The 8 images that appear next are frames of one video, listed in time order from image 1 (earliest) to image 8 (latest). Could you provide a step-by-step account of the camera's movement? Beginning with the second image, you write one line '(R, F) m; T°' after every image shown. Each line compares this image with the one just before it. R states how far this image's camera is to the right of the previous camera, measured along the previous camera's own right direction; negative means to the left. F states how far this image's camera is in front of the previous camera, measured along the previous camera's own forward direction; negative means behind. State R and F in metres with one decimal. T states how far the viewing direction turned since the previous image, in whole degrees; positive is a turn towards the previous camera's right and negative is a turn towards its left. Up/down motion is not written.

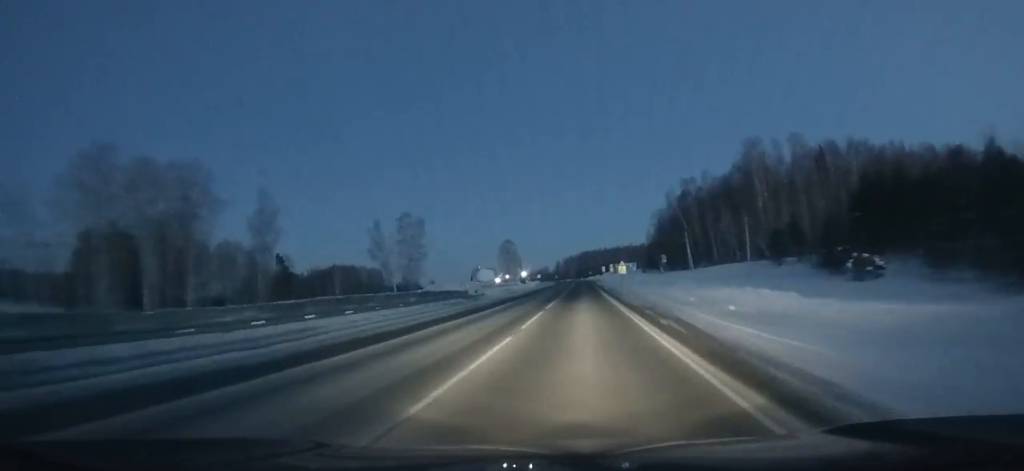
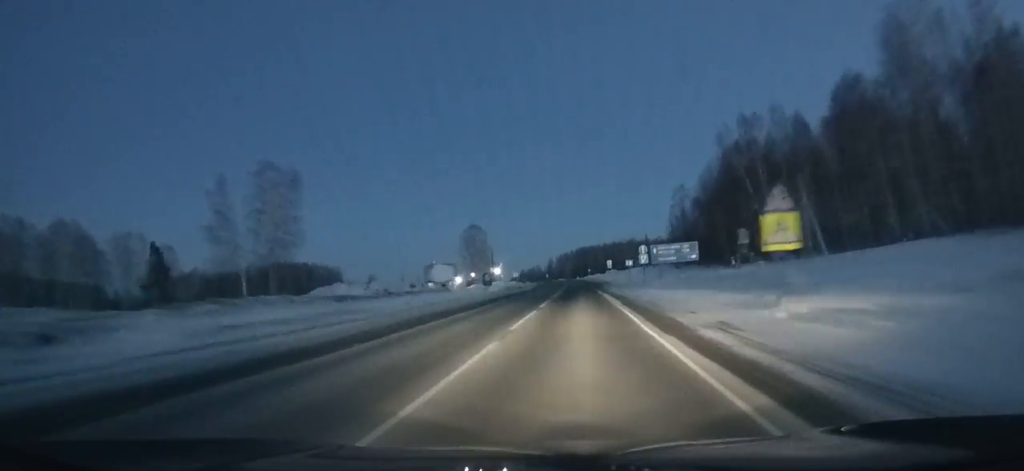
(-0.1, +60.1) m; 0°
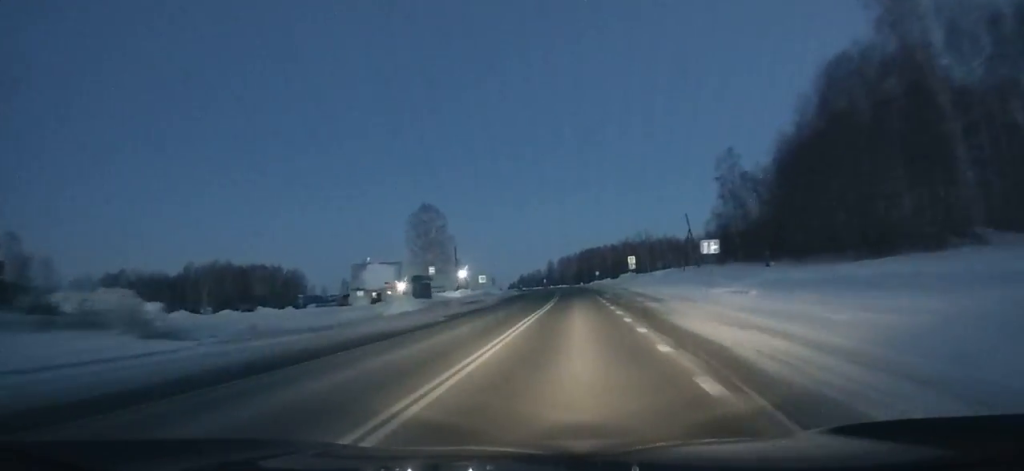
(+0.2, +51.5) m; -1°
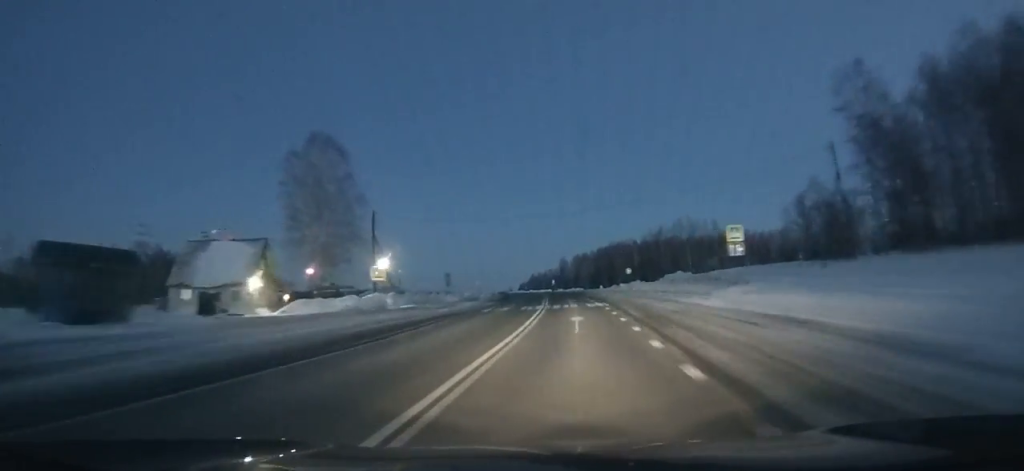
(-0.7, +50.9) m; -2°
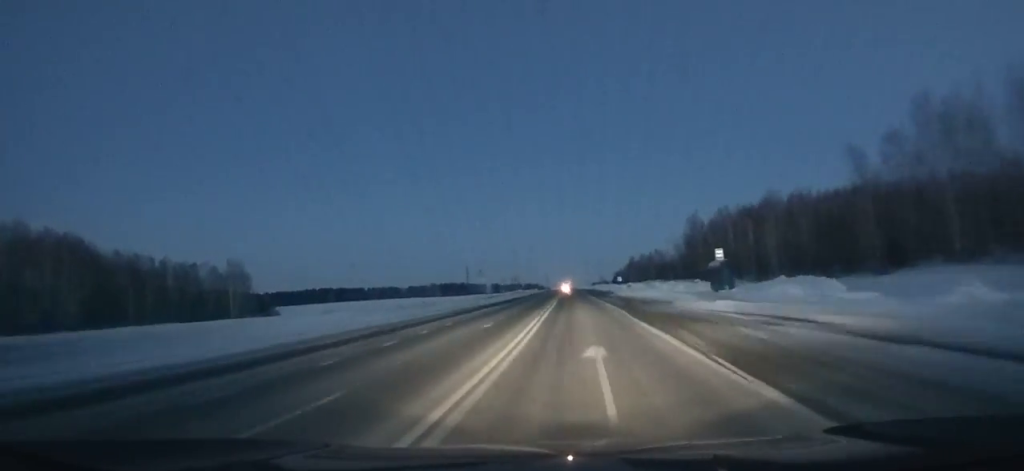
(-10.1, +145.1) m; -8°
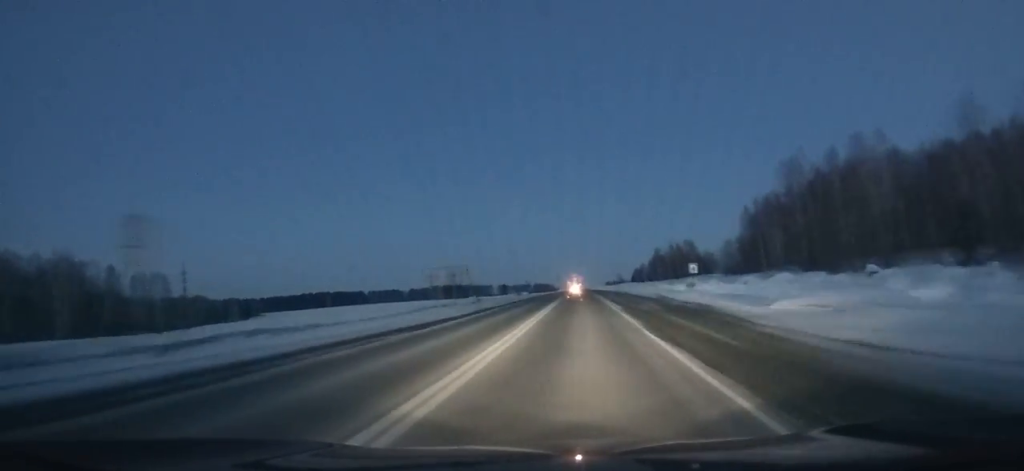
(-1.3, +63.3) m; -2°
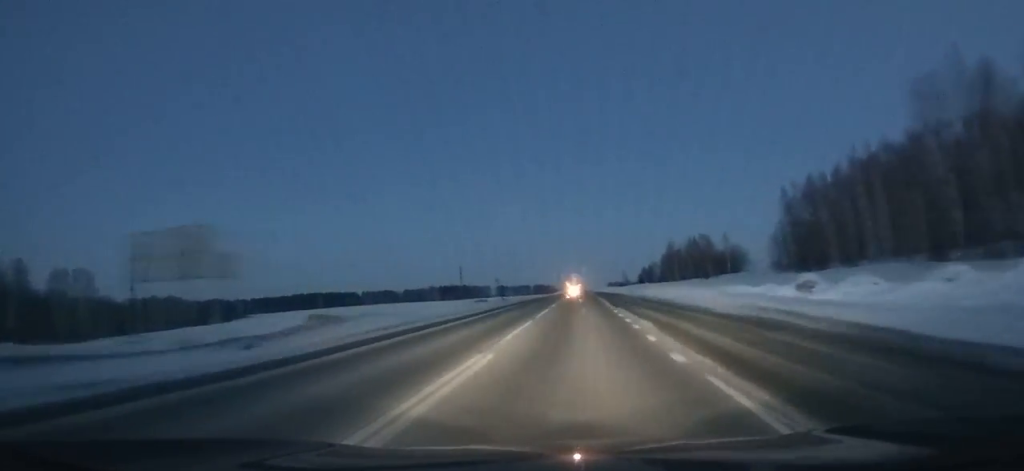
(-0.3, +36.9) m; 0°
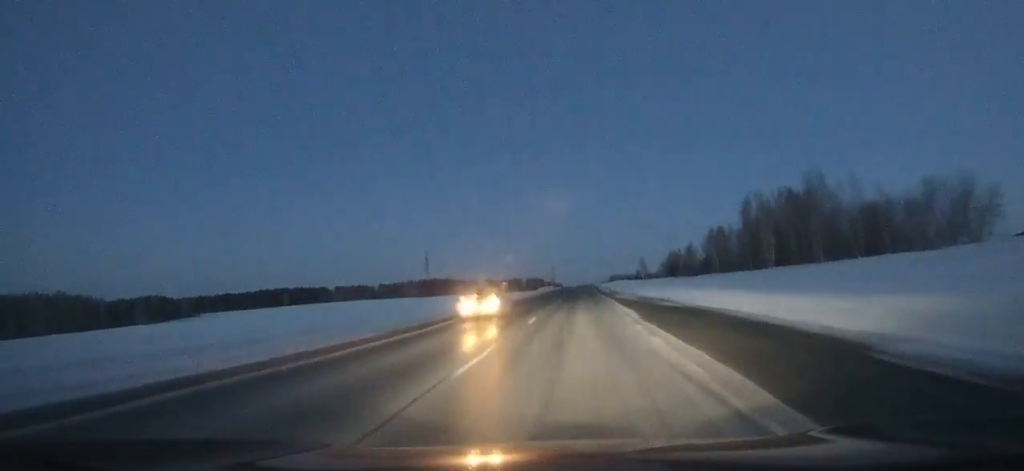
(0.0, +108.1) m; 0°
